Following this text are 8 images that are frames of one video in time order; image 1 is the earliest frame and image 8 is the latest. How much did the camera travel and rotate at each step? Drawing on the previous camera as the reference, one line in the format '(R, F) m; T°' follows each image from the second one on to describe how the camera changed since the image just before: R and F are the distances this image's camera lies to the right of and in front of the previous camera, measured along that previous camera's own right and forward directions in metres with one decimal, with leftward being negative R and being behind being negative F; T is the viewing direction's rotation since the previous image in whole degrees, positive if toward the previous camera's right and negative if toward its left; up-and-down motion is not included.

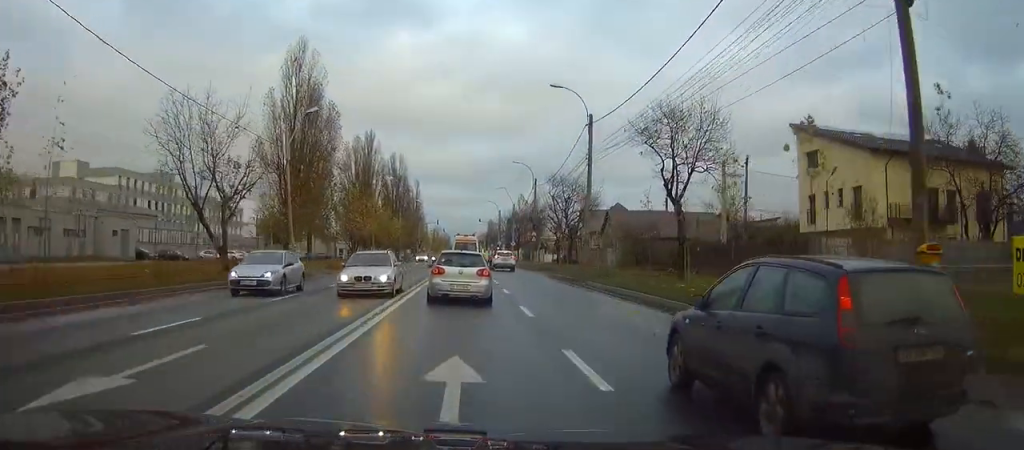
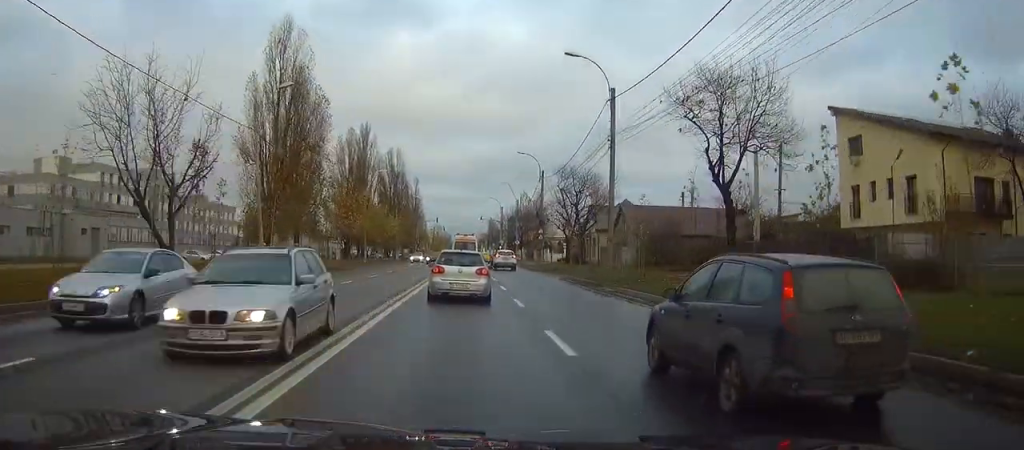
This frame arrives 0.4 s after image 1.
(+0.1, +6.4) m; 0°
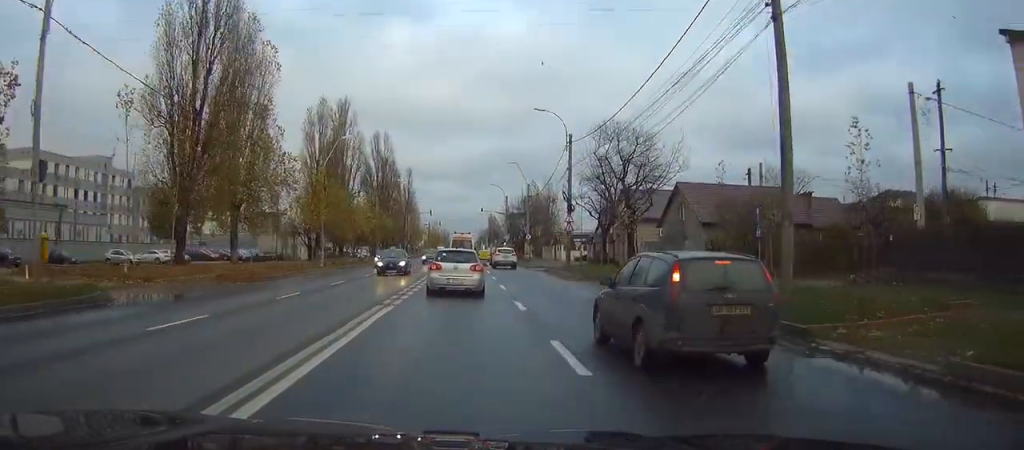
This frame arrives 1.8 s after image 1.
(0.0, +19.7) m; 0°
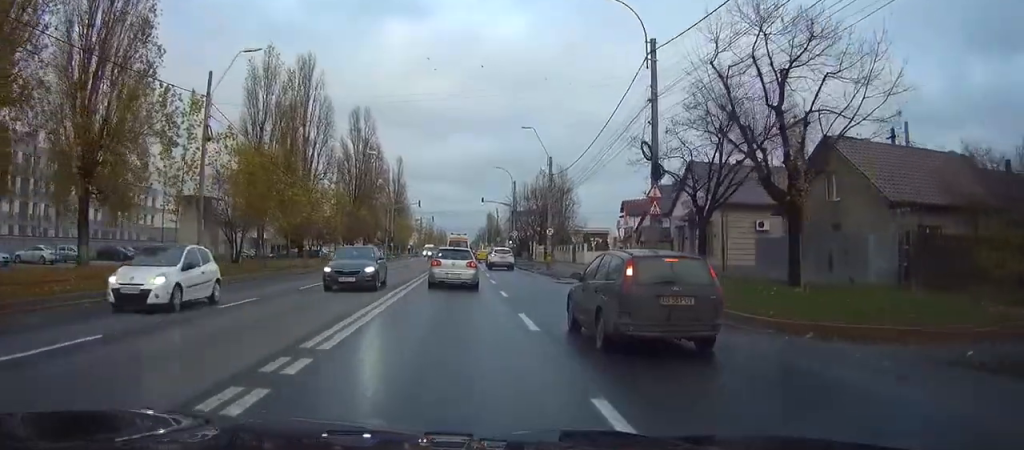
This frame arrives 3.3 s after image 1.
(+0.1, +22.9) m; 0°
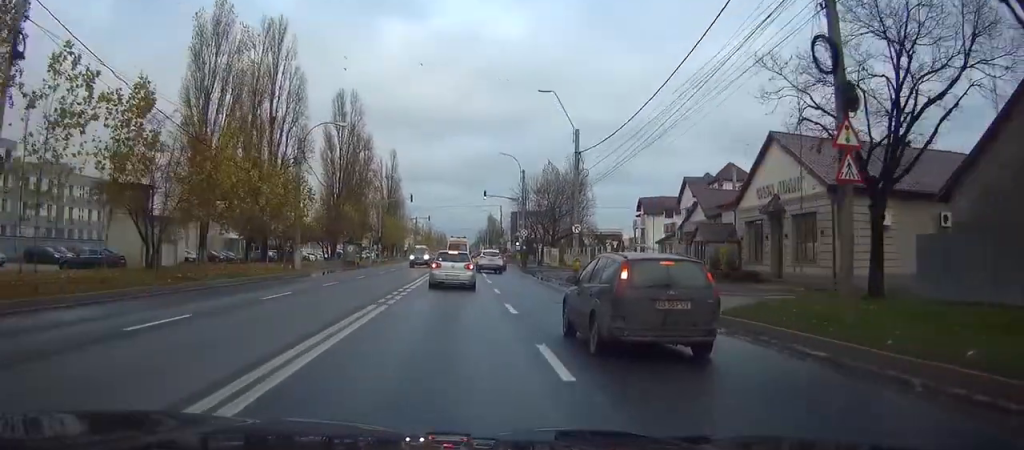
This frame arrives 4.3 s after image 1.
(0.0, +13.8) m; 0°
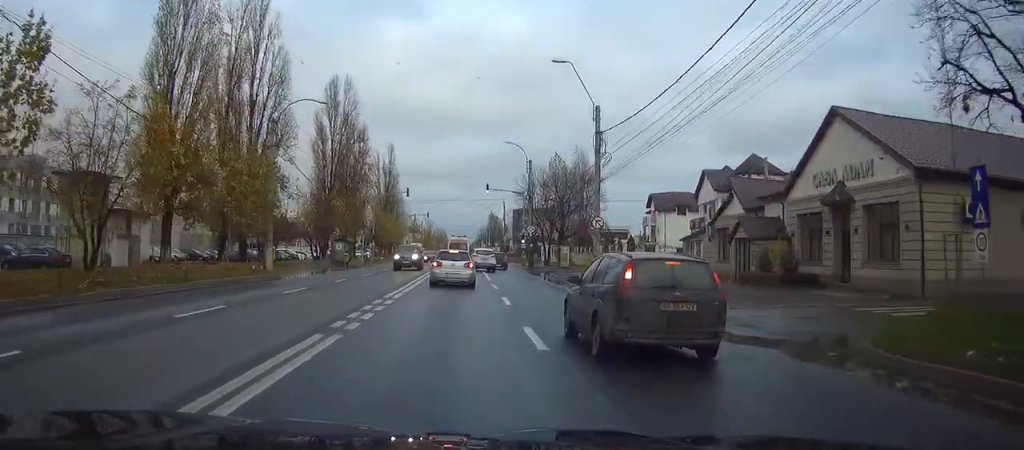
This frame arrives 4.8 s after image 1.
(+0.1, +6.6) m; 0°
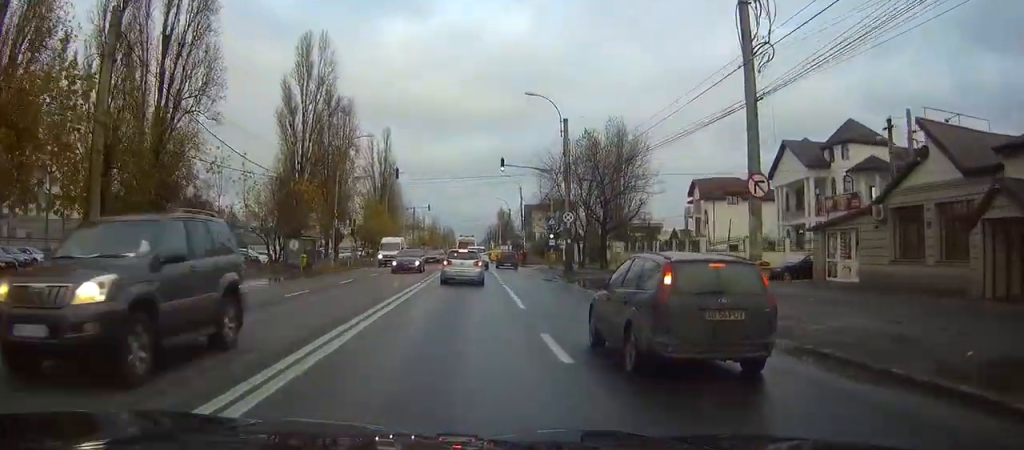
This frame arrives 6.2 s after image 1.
(-0.1, +19.3) m; -1°
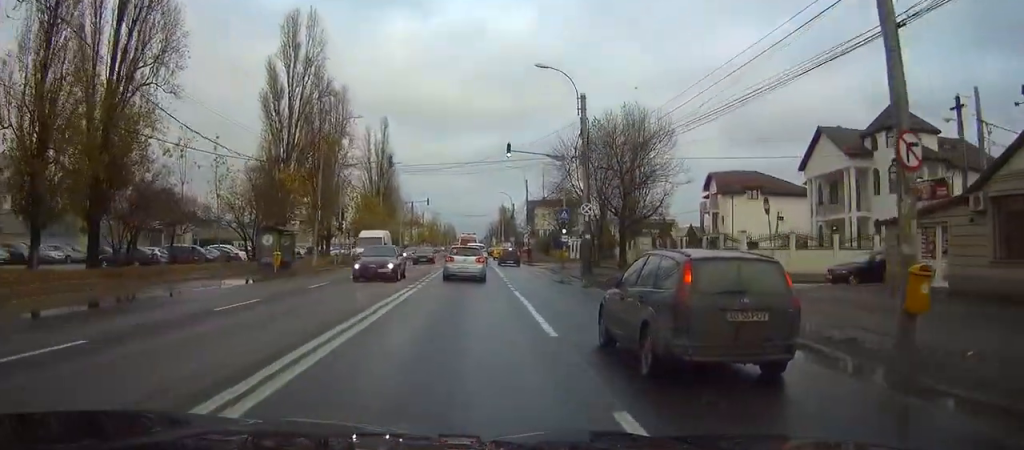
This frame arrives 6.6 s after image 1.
(0.0, +6.2) m; 0°
